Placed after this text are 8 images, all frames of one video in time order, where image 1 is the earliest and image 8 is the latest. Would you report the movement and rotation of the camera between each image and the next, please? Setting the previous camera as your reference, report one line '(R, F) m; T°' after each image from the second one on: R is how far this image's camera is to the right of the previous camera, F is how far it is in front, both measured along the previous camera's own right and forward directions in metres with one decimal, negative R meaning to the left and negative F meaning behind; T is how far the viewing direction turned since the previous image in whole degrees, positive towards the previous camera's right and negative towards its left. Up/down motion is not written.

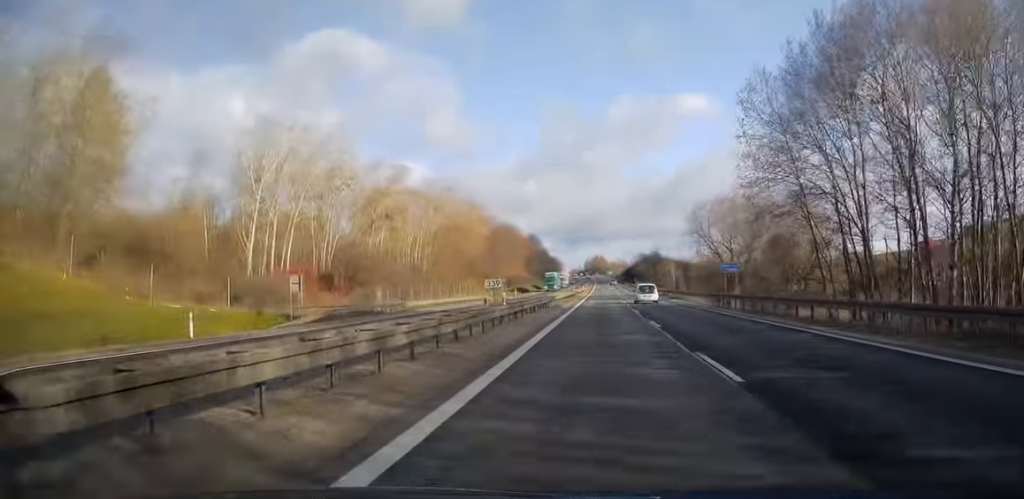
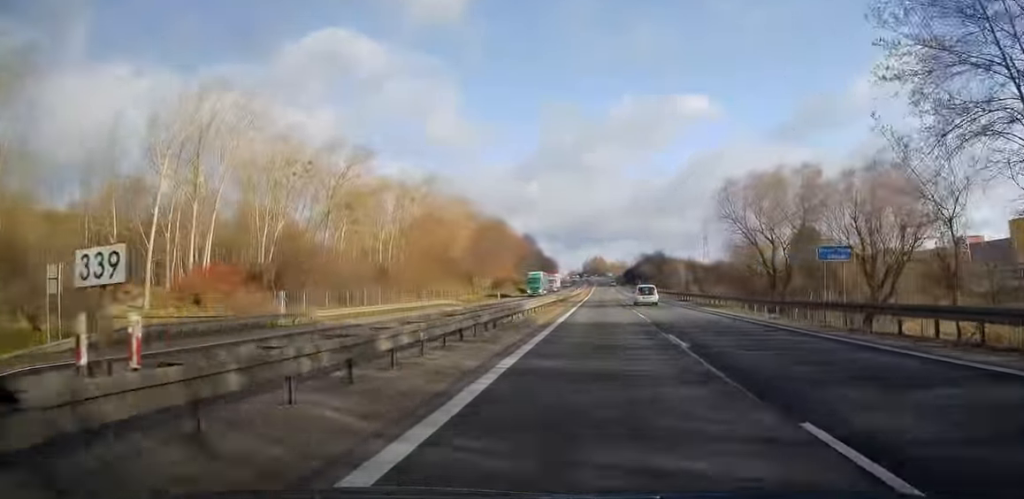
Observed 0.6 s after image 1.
(0.0, +19.3) m; 0°
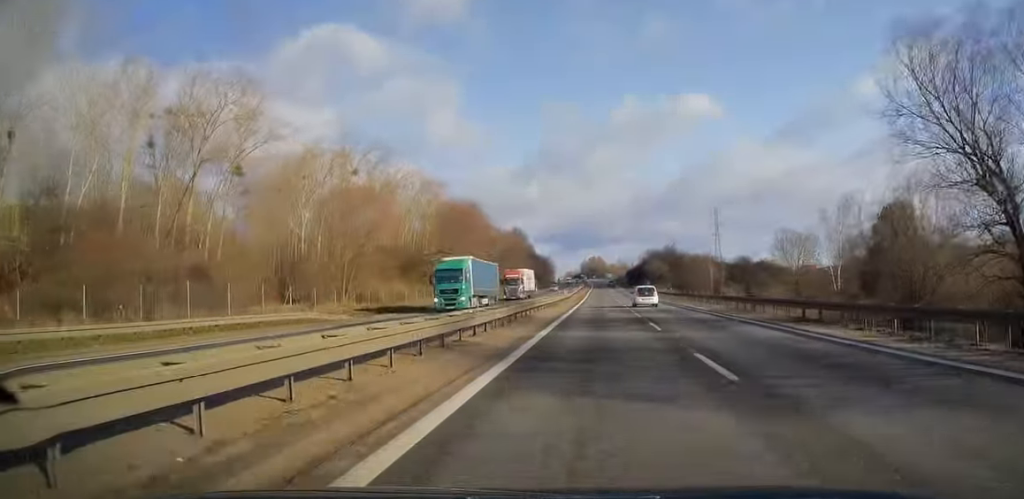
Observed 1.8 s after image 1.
(0.0, +35.6) m; 0°
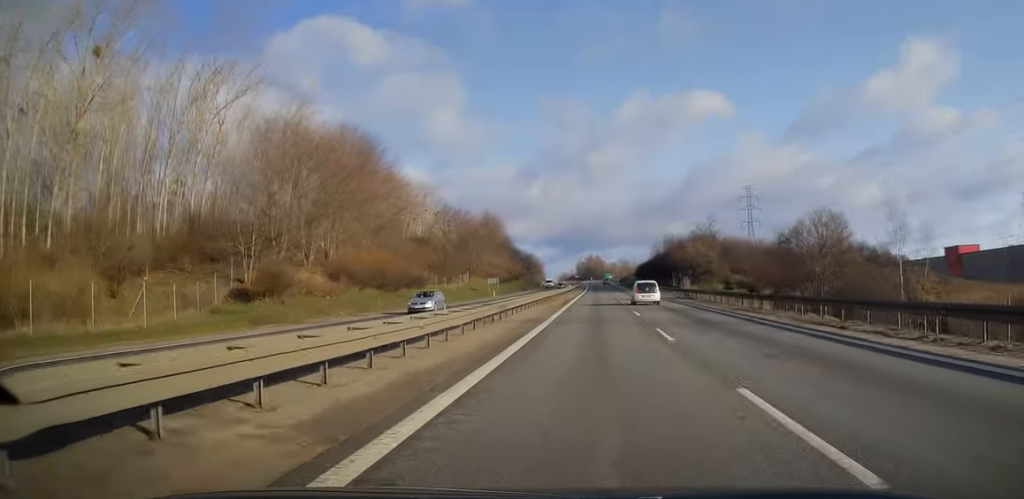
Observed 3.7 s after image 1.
(0.0, +64.1) m; 0°
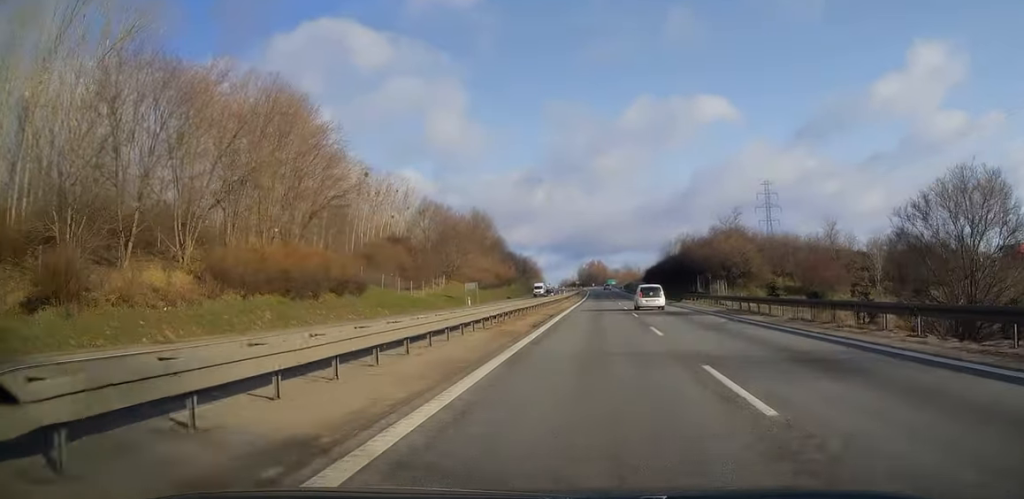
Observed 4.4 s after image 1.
(0.0, +21.1) m; 0°
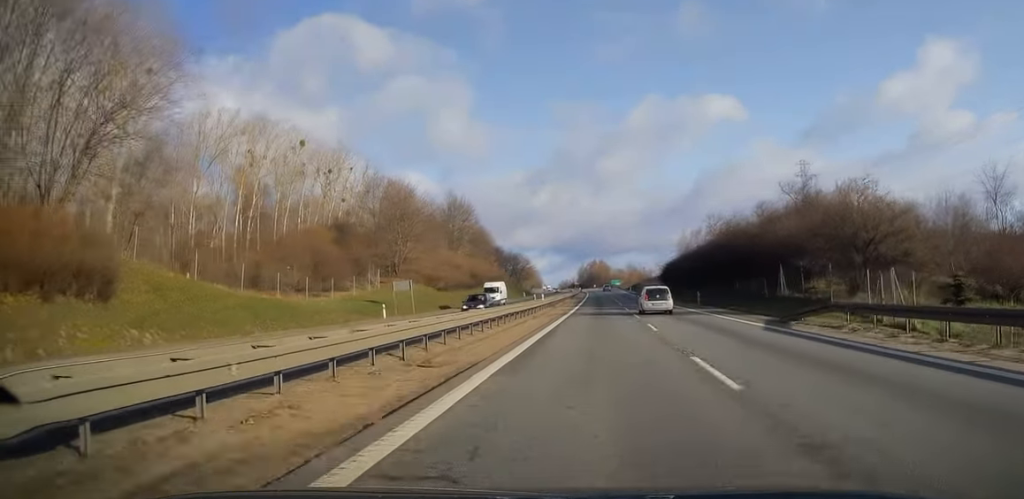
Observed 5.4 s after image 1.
(0.0, +33.3) m; 0°
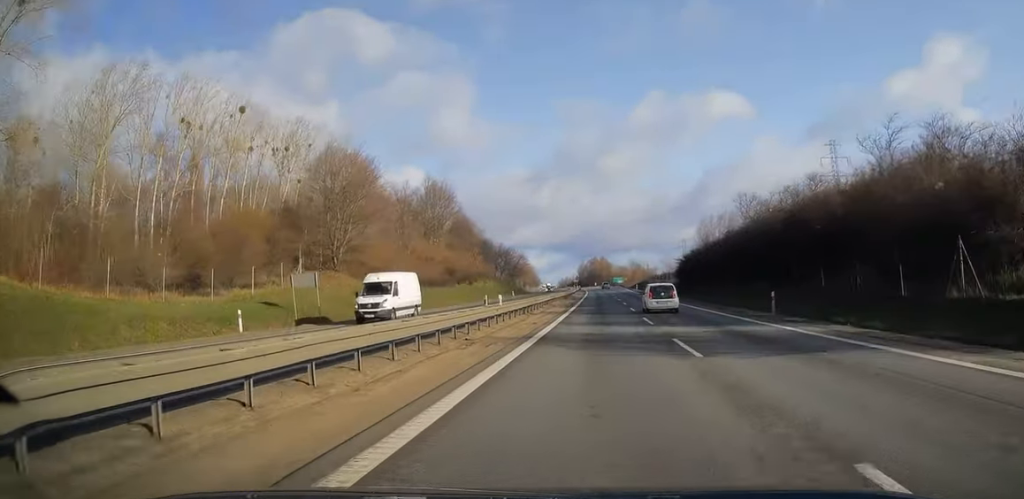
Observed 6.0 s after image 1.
(-0.1, +20.9) m; 0°
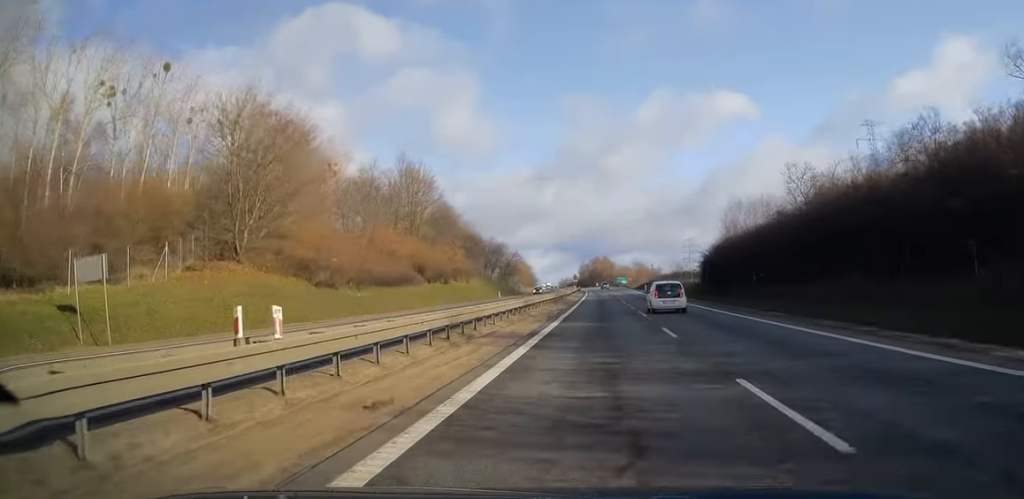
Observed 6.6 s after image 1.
(-0.1, +19.4) m; 0°
